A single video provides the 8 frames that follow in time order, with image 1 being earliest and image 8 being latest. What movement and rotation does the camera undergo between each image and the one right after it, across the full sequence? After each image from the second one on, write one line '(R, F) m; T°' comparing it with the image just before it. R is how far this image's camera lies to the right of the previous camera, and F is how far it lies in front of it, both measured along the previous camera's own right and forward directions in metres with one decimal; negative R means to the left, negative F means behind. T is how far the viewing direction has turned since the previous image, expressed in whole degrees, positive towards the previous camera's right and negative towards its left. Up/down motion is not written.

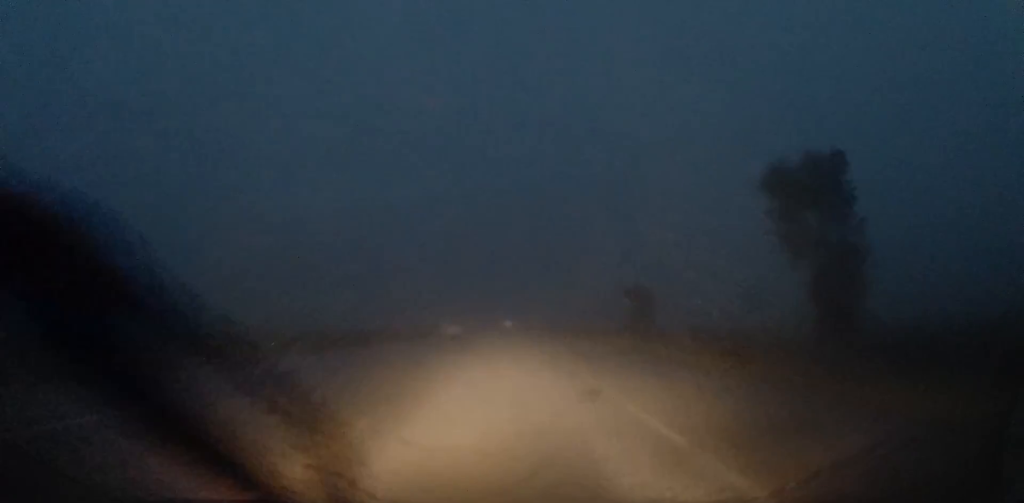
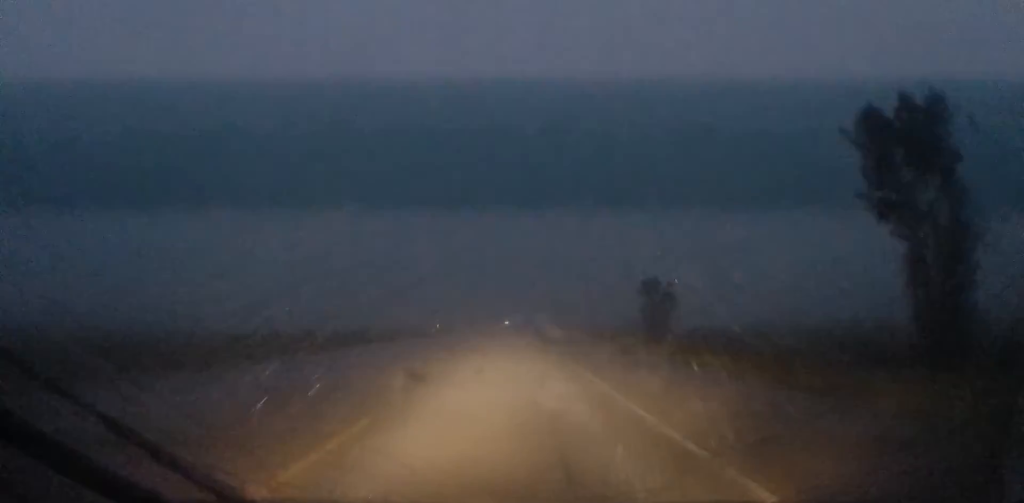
(0.0, +12.5) m; 0°
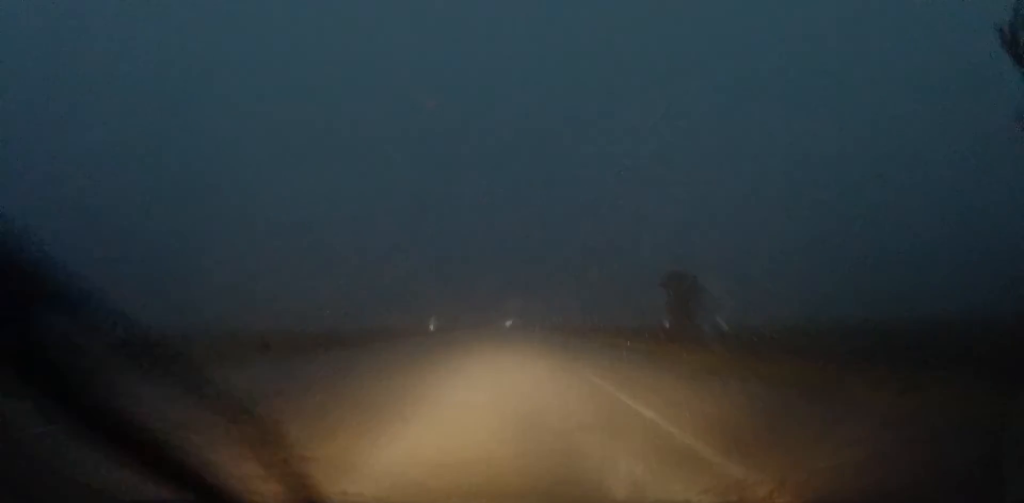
(-0.1, +14.5) m; -1°
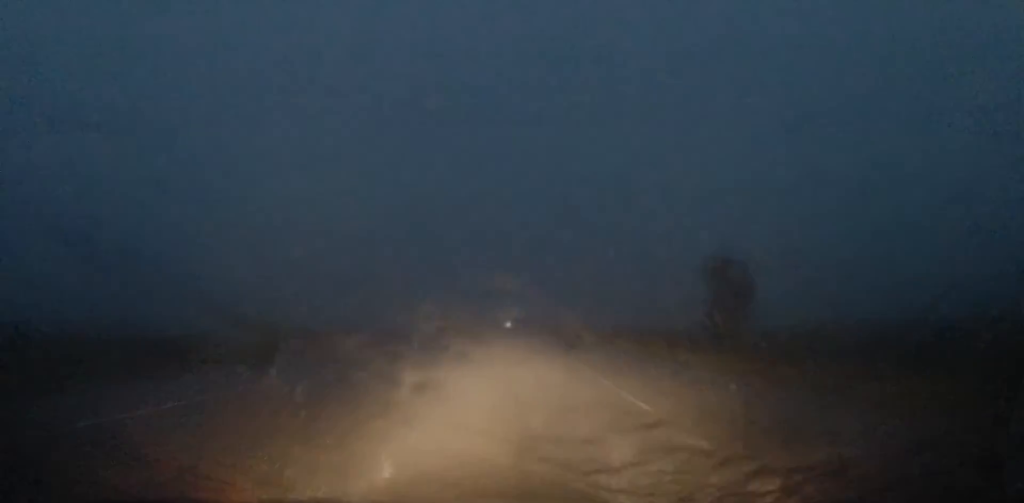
(0.0, +17.2) m; 0°
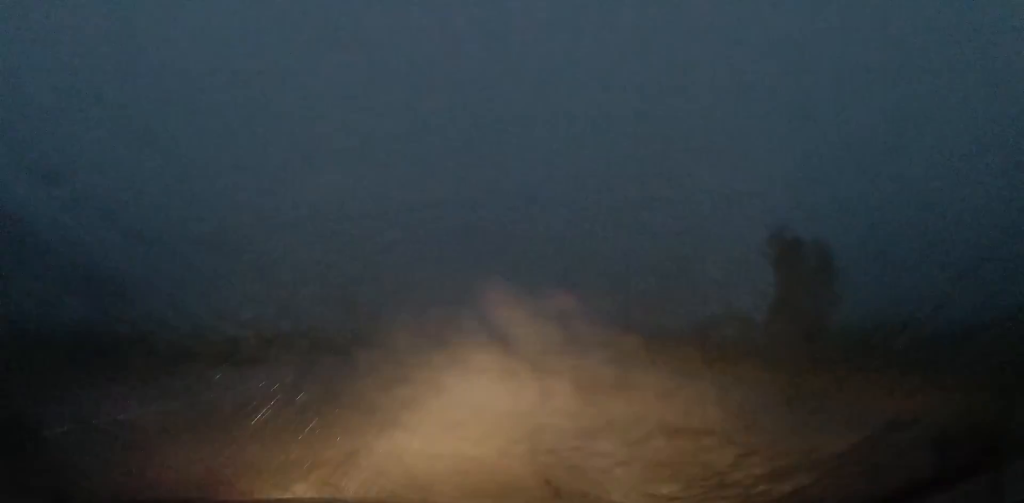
(0.0, +17.0) m; 0°
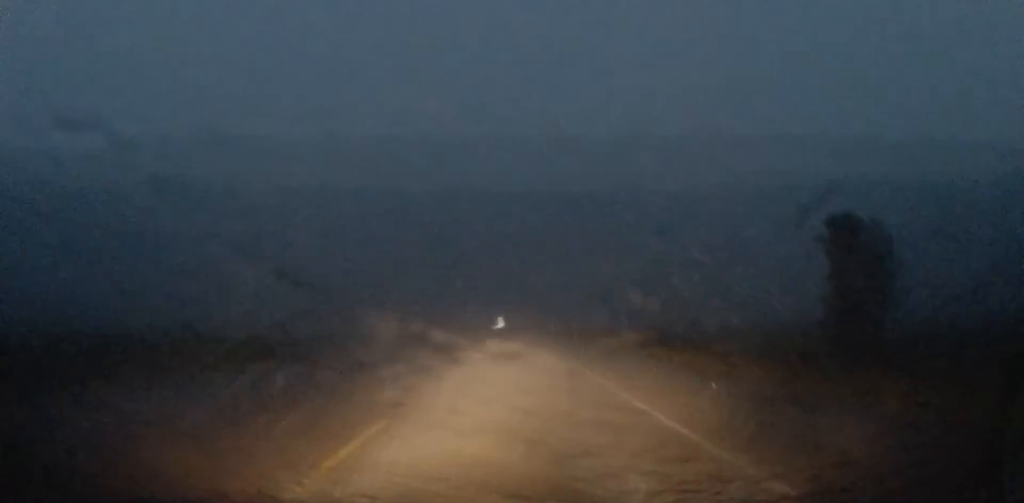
(0.0, +9.0) m; 0°
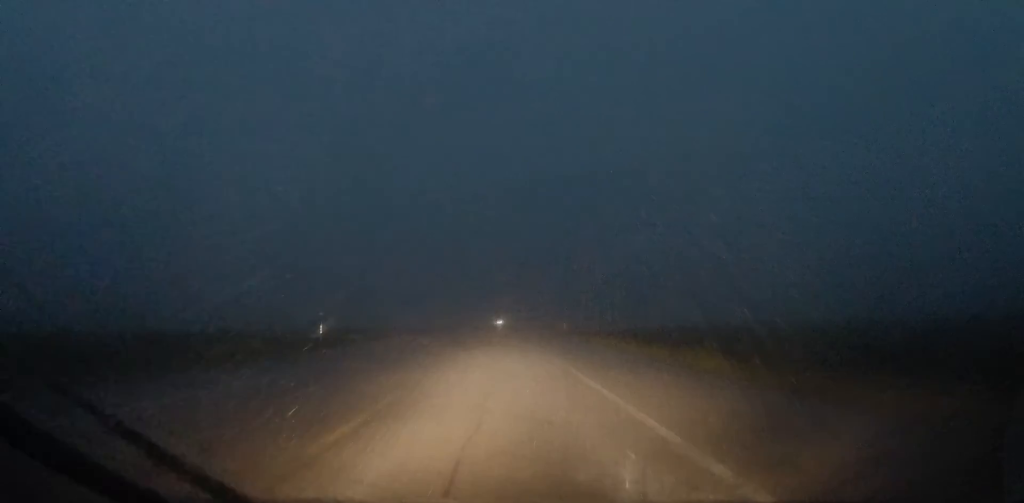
(+0.5, +30.7) m; +2°
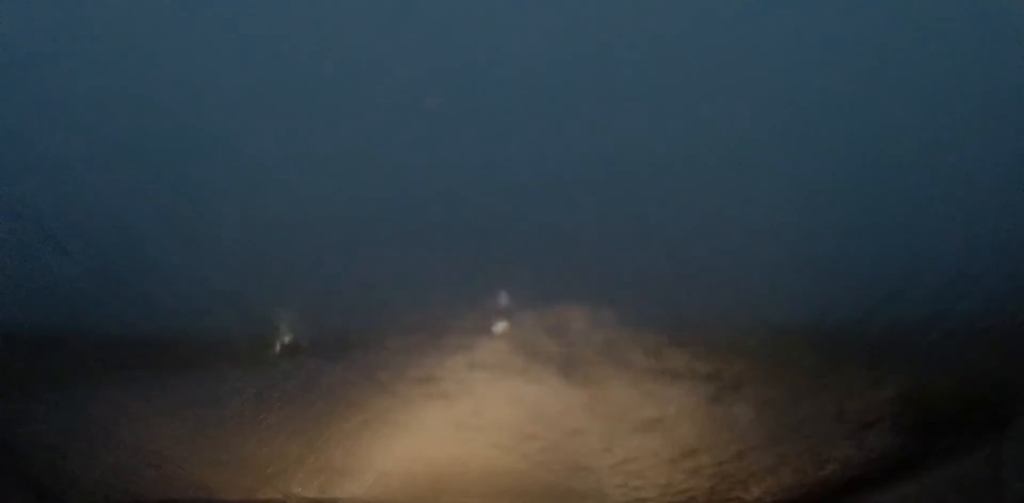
(0.0, +9.6) m; 0°
